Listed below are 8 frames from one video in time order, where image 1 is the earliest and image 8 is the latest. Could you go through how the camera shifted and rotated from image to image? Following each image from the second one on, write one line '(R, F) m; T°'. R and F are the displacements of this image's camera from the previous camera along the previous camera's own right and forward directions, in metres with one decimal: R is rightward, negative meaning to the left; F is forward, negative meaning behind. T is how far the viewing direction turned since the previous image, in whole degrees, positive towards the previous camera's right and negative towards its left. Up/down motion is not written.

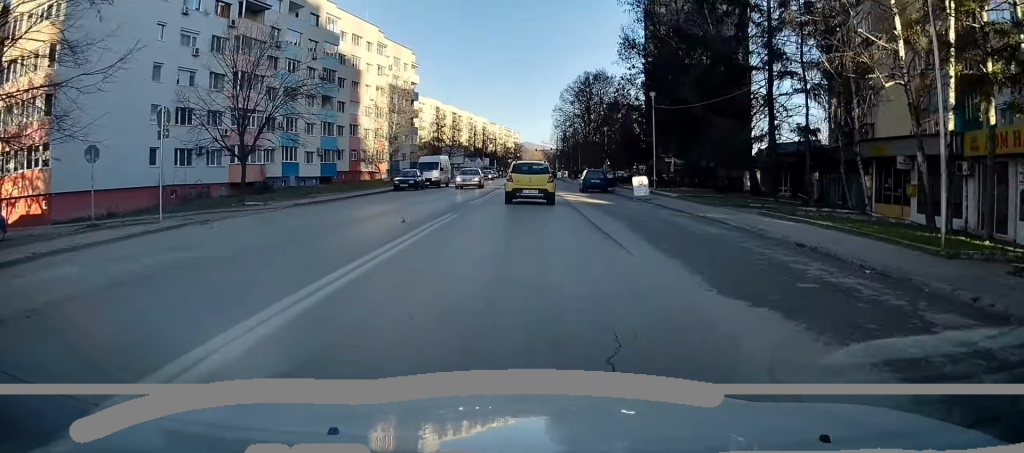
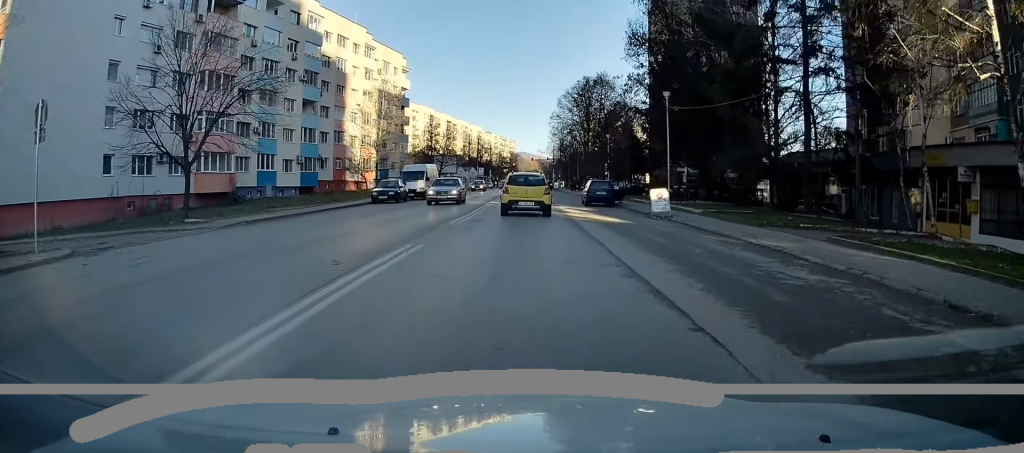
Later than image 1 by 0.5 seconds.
(+0.1, +4.9) m; 0°
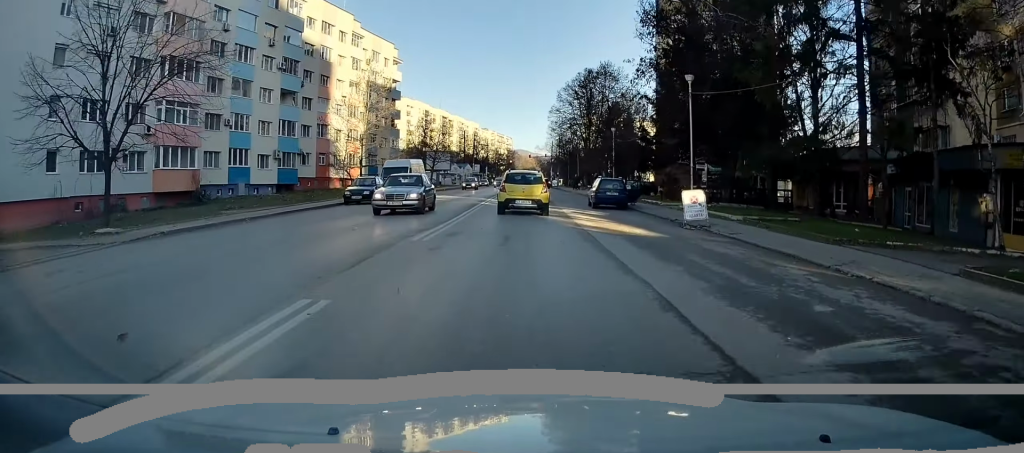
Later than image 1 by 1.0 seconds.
(+0.2, +5.4) m; 0°
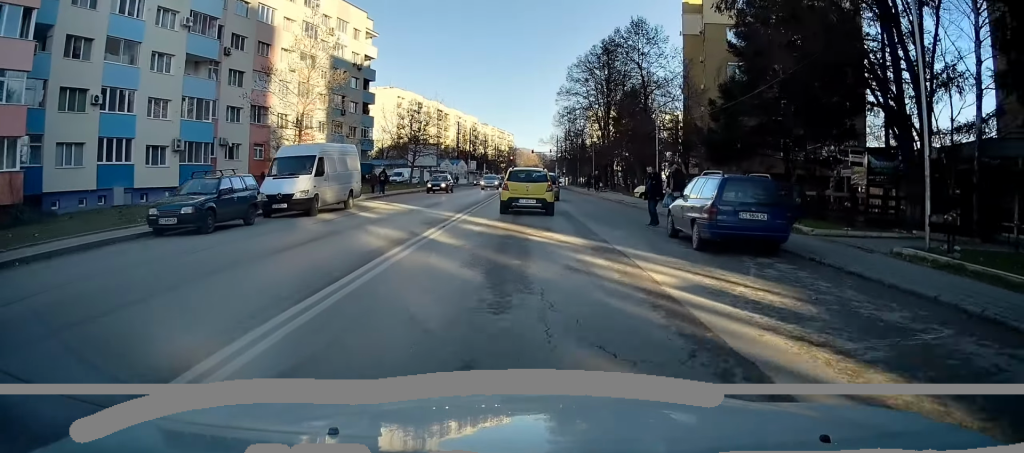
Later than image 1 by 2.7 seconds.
(0.0, +18.7) m; +1°
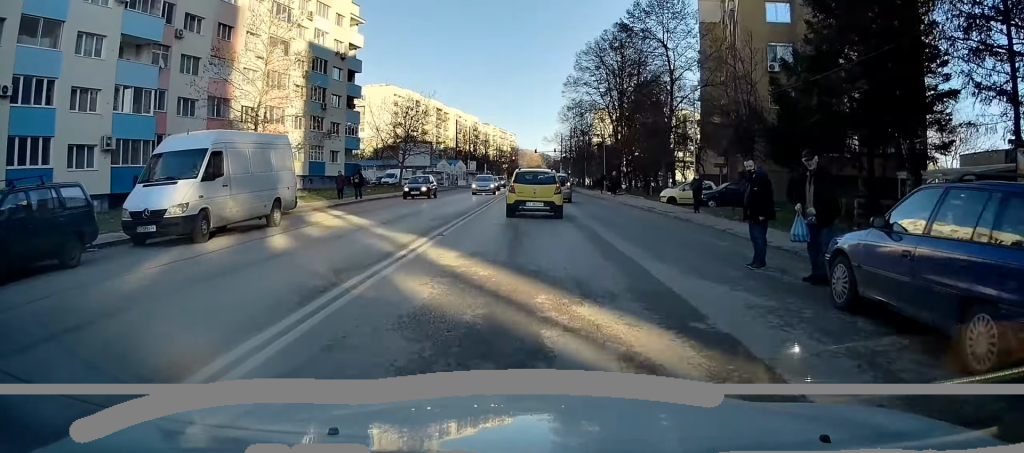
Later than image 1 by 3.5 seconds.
(+0.1, +7.9) m; +1°
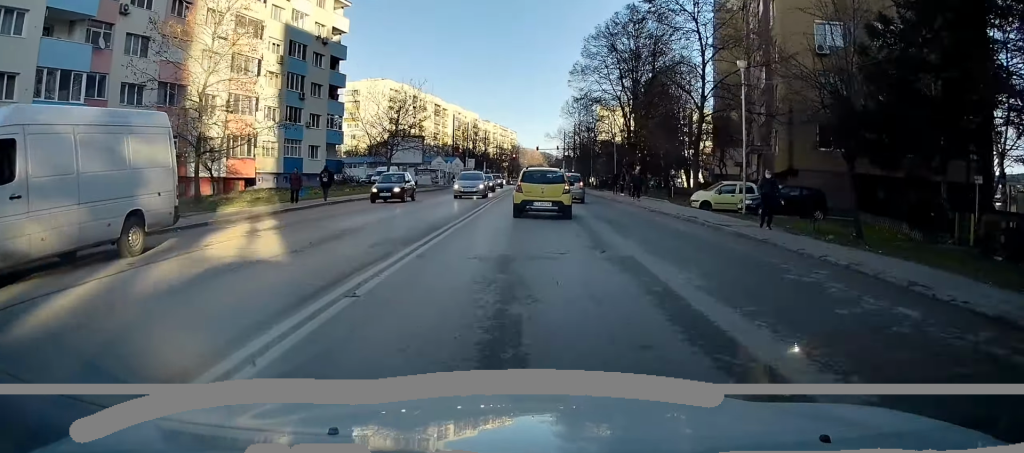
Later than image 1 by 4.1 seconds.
(-0.1, +6.7) m; 0°
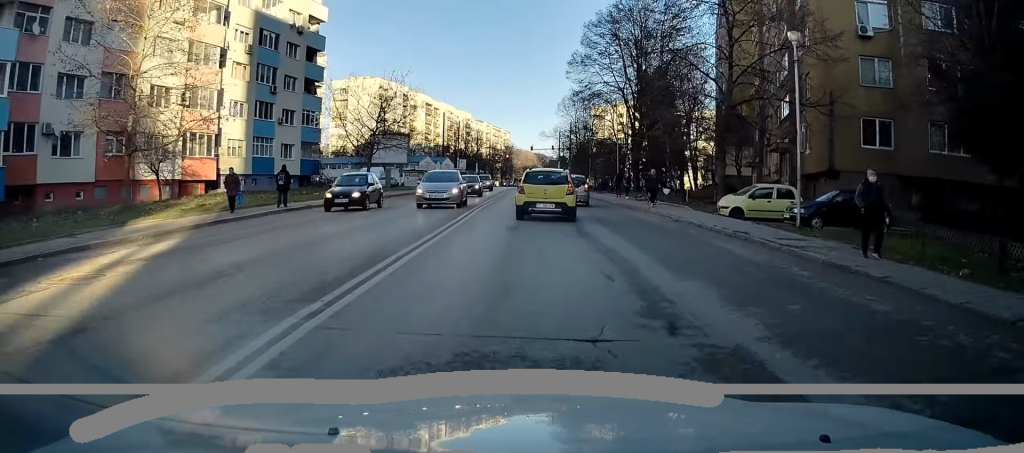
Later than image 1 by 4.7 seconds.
(0.0, +5.3) m; +1°
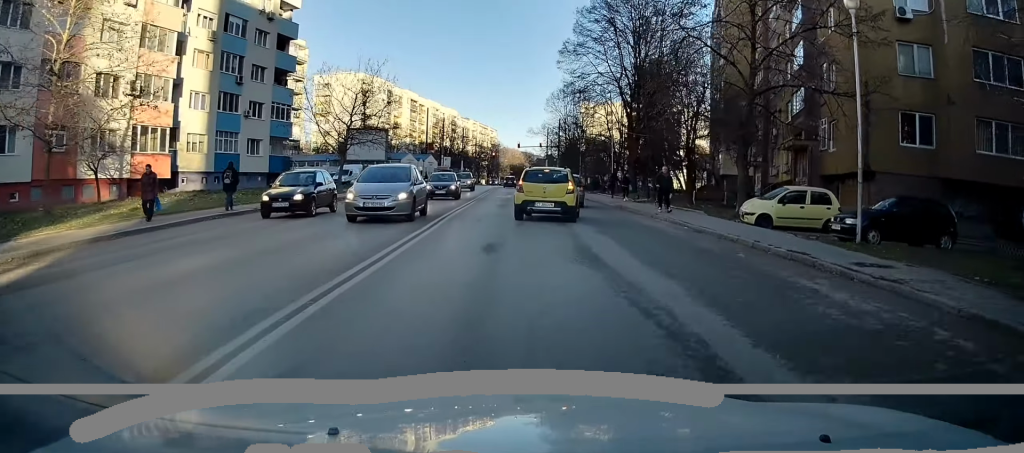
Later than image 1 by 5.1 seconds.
(-0.1, +4.3) m; +1°
